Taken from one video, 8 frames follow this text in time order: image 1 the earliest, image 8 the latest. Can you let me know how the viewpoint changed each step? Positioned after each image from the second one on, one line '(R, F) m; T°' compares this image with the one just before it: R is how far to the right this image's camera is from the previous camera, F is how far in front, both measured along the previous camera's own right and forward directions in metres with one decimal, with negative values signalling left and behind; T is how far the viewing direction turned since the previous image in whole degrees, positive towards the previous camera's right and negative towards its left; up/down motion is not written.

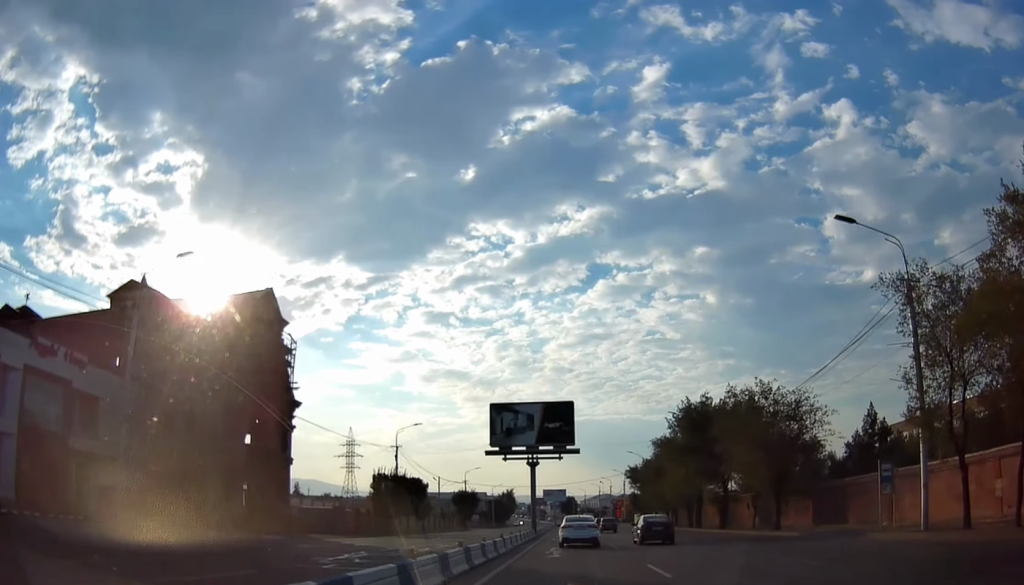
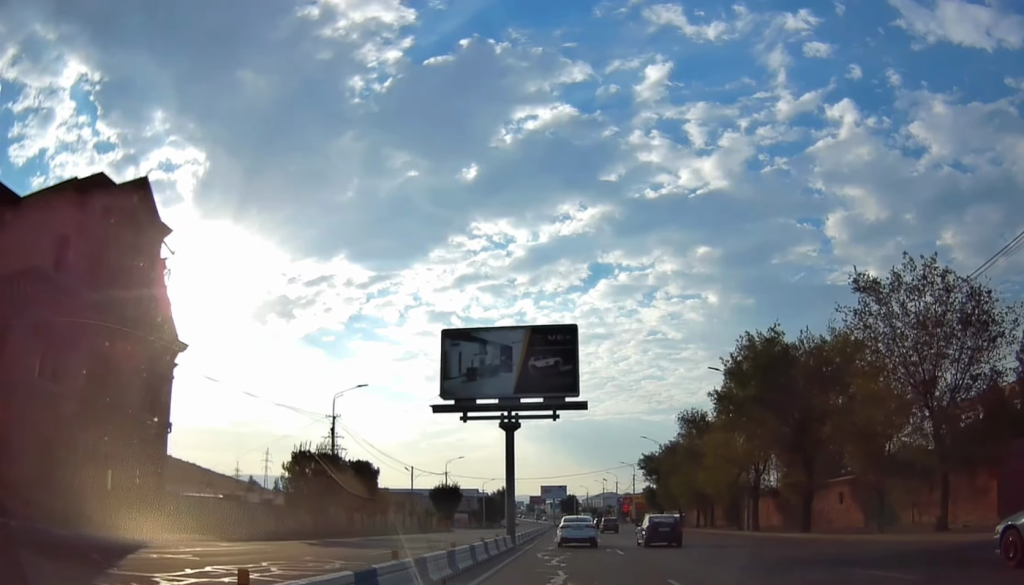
(-0.2, +20.0) m; 0°
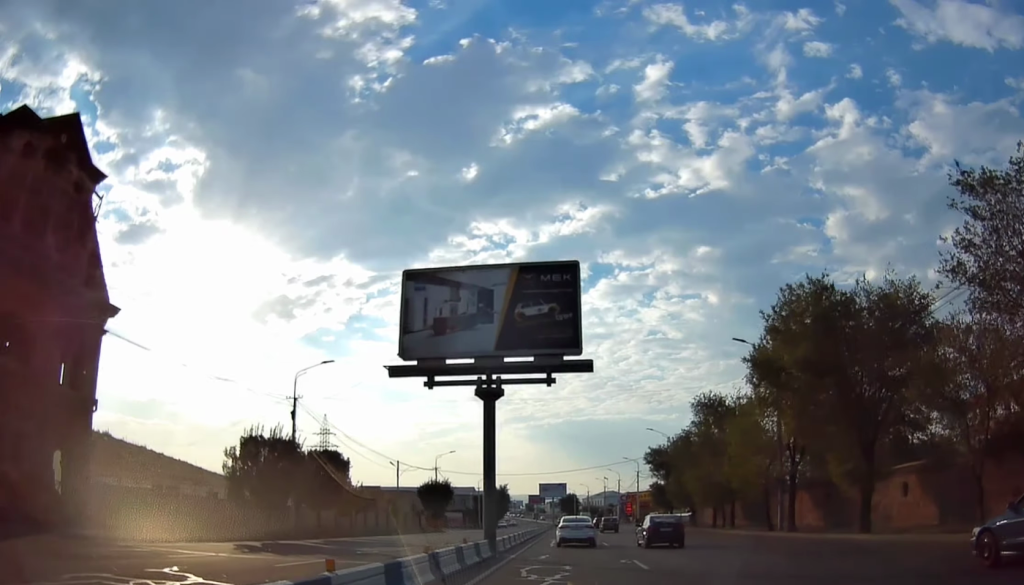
(0.0, +7.8) m; +1°
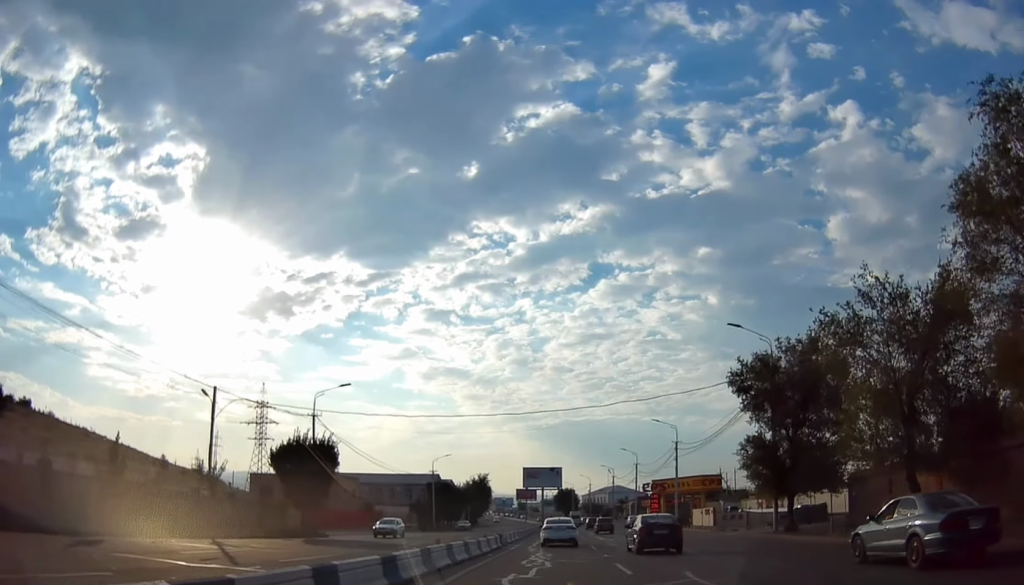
(+0.7, +46.1) m; 0°
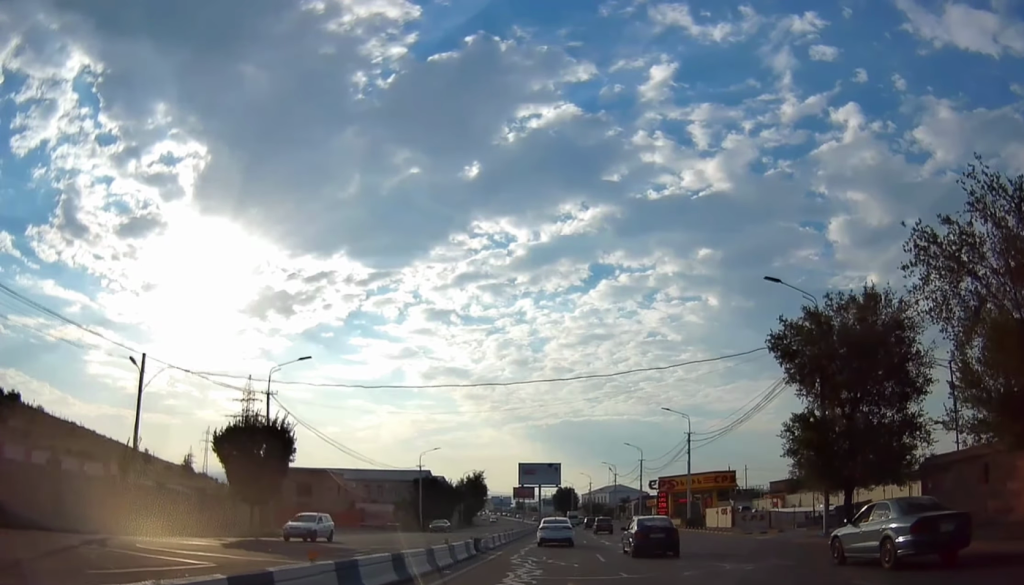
(-0.3, +8.3) m; 0°
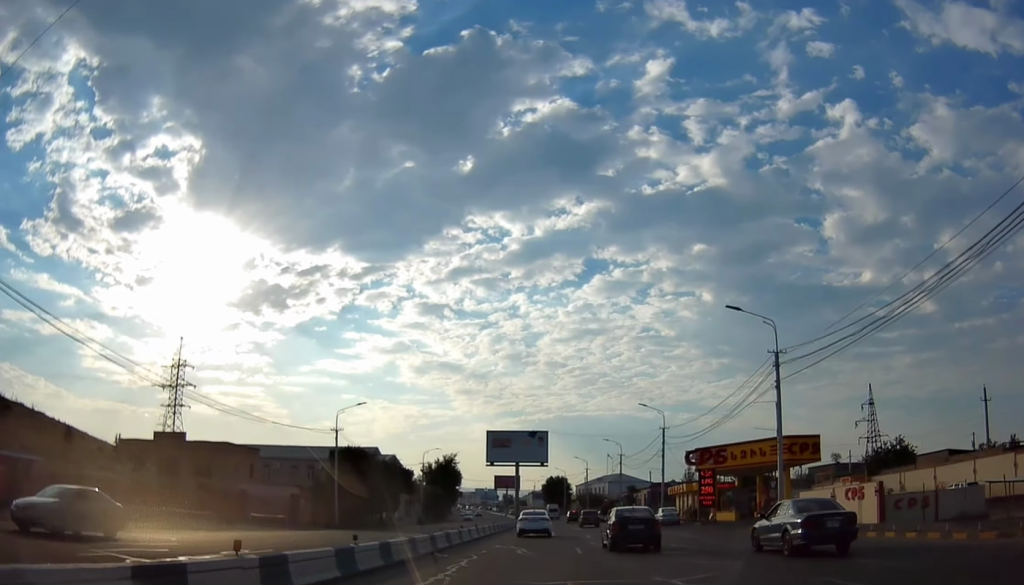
(+0.2, +30.9) m; 0°
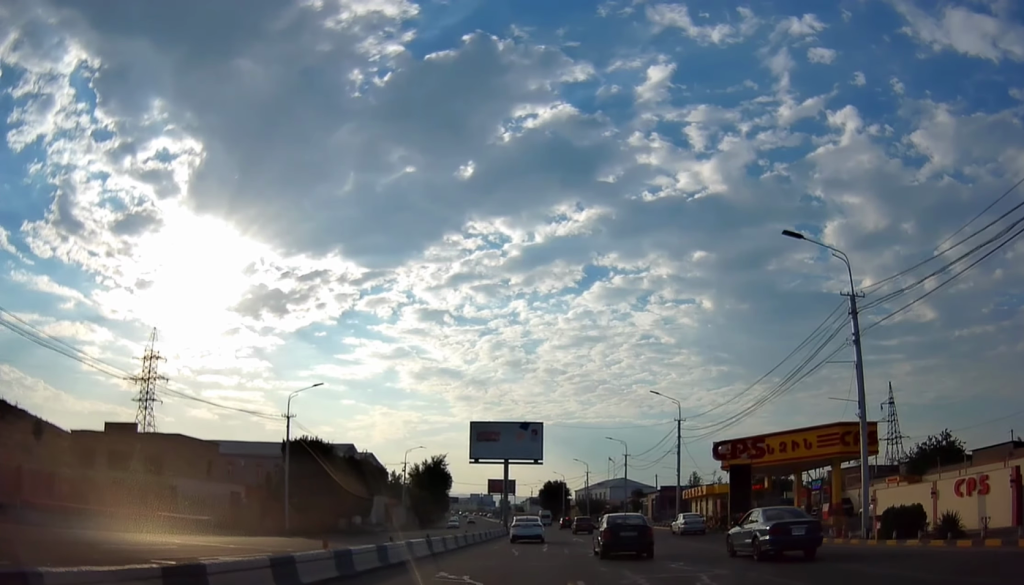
(-0.4, +10.7) m; 0°
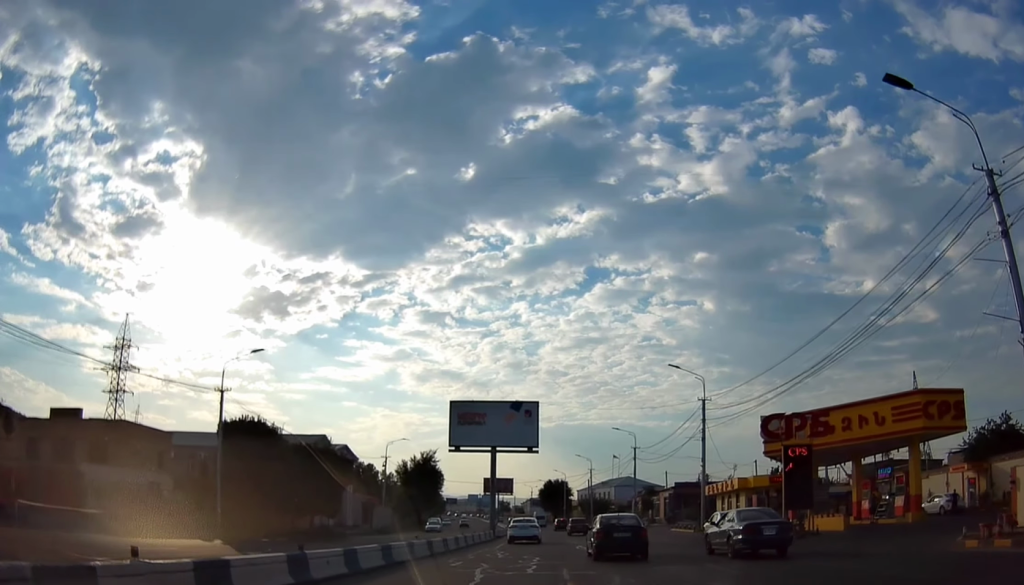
(+0.4, +10.6) m; +1°
